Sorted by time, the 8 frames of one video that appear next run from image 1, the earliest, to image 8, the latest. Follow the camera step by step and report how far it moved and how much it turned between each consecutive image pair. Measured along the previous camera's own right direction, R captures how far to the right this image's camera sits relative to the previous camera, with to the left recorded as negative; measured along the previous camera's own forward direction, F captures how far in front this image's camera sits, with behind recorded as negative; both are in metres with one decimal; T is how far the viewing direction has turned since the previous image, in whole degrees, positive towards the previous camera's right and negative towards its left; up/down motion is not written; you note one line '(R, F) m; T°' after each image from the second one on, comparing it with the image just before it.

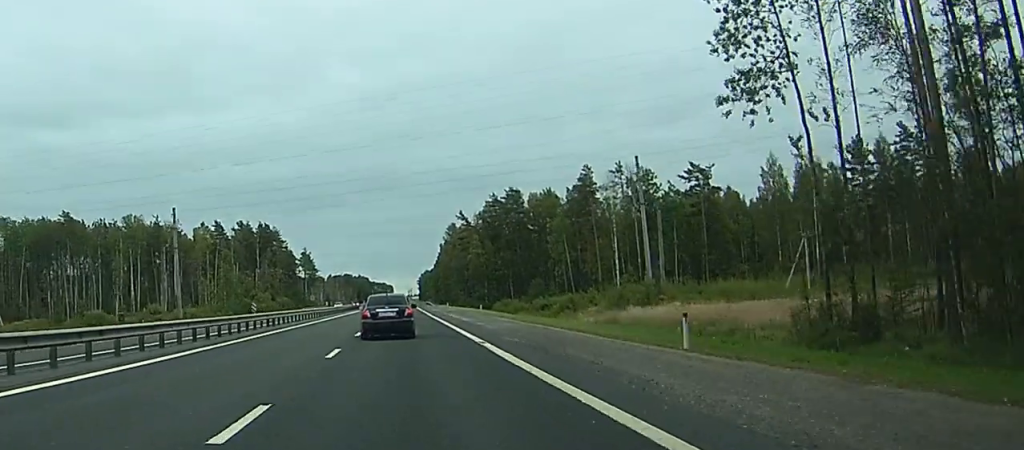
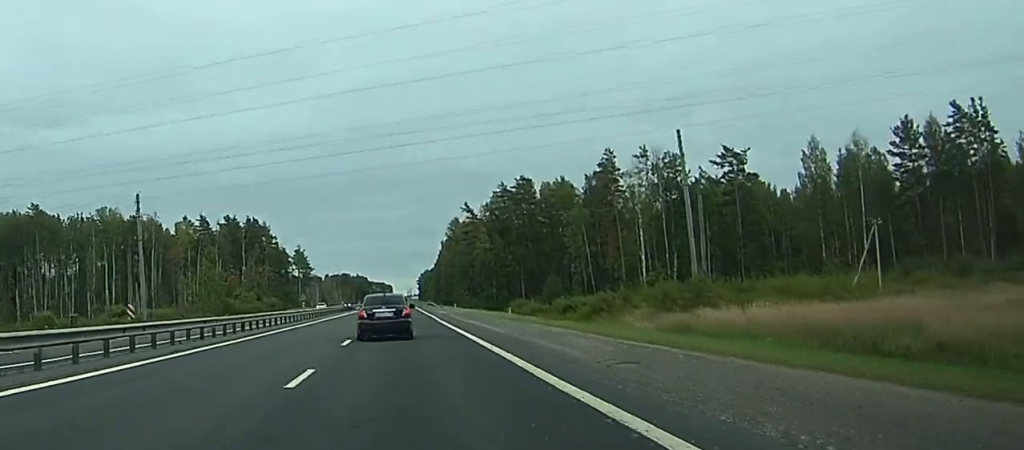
(0.0, +18.5) m; 0°
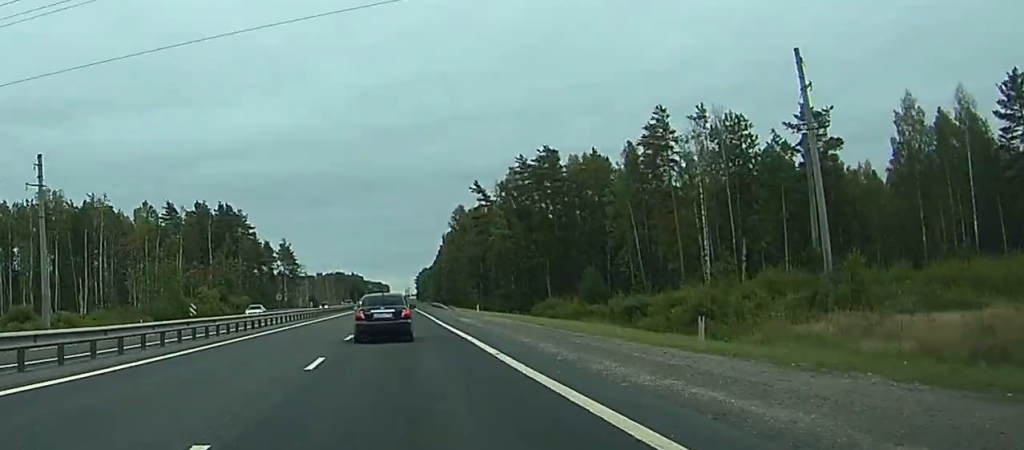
(+0.4, +32.3) m; +1°
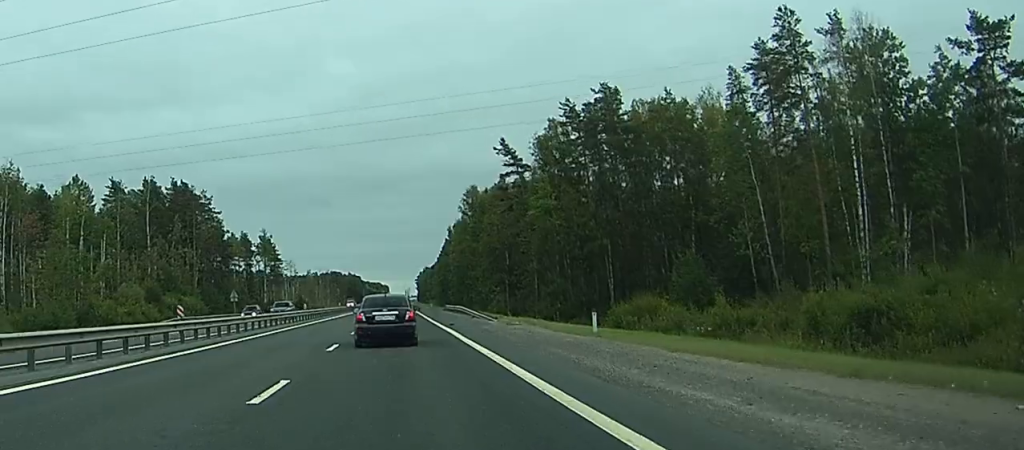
(-0.2, +41.4) m; -1°
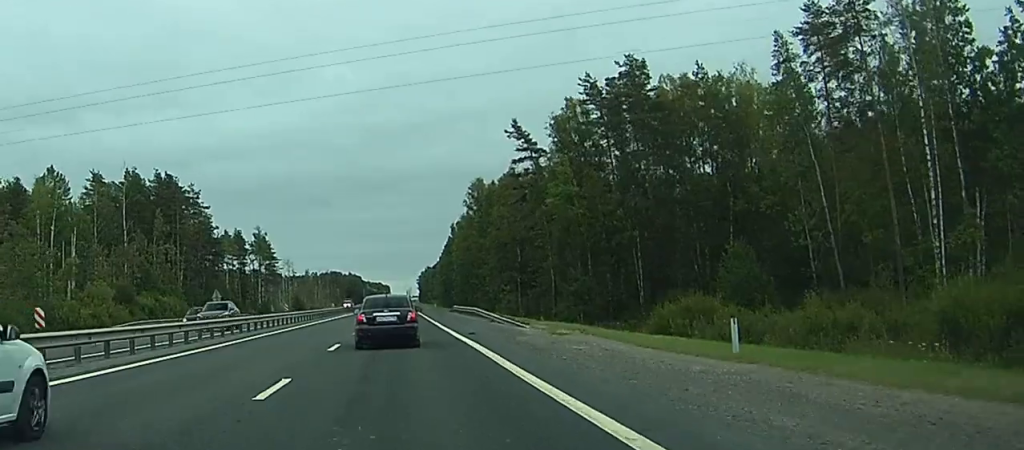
(0.0, +11.4) m; 0°
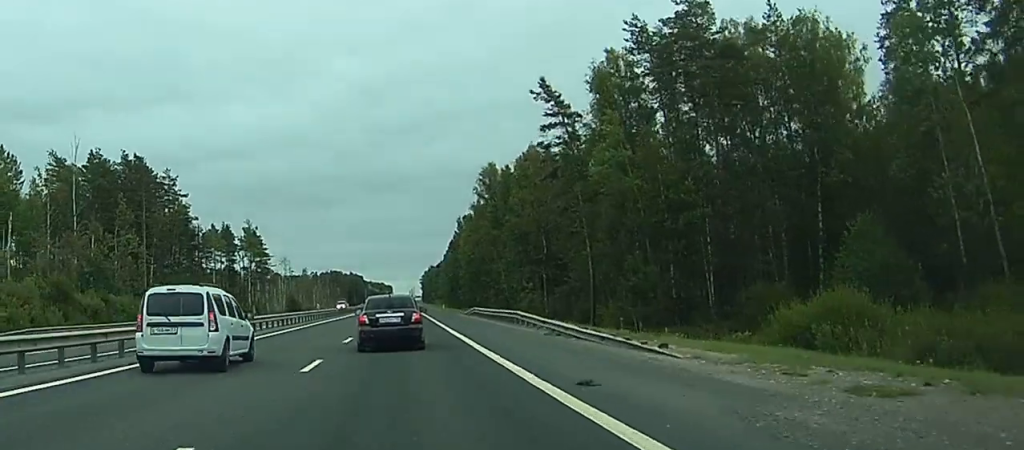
(0.0, +19.0) m; 0°
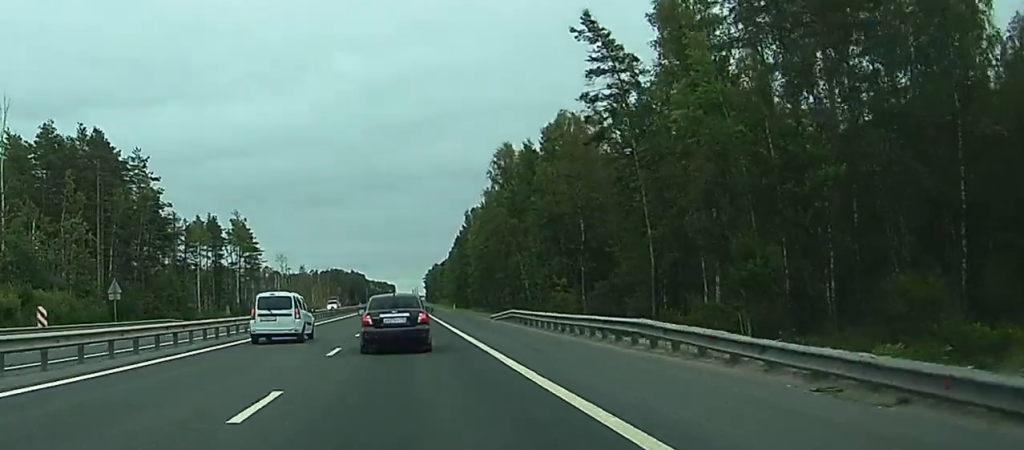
(+0.1, +19.0) m; 0°
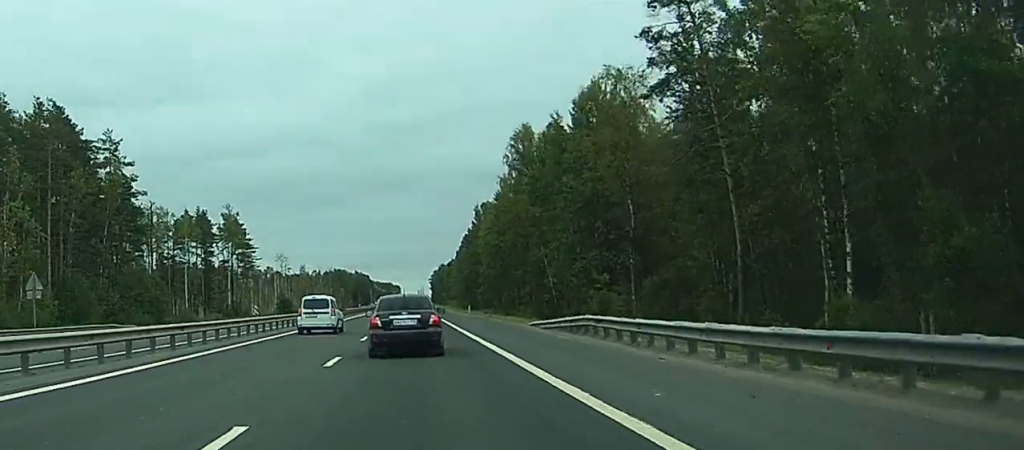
(0.0, +15.2) m; 0°
